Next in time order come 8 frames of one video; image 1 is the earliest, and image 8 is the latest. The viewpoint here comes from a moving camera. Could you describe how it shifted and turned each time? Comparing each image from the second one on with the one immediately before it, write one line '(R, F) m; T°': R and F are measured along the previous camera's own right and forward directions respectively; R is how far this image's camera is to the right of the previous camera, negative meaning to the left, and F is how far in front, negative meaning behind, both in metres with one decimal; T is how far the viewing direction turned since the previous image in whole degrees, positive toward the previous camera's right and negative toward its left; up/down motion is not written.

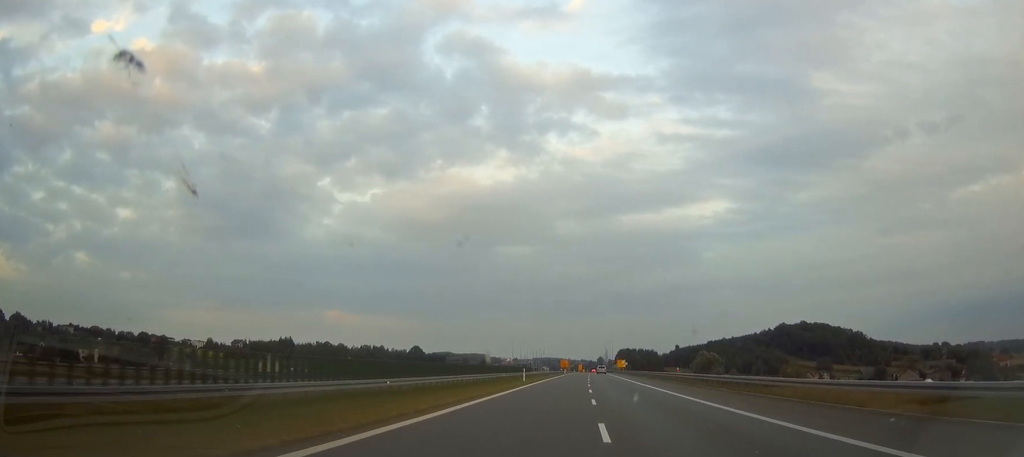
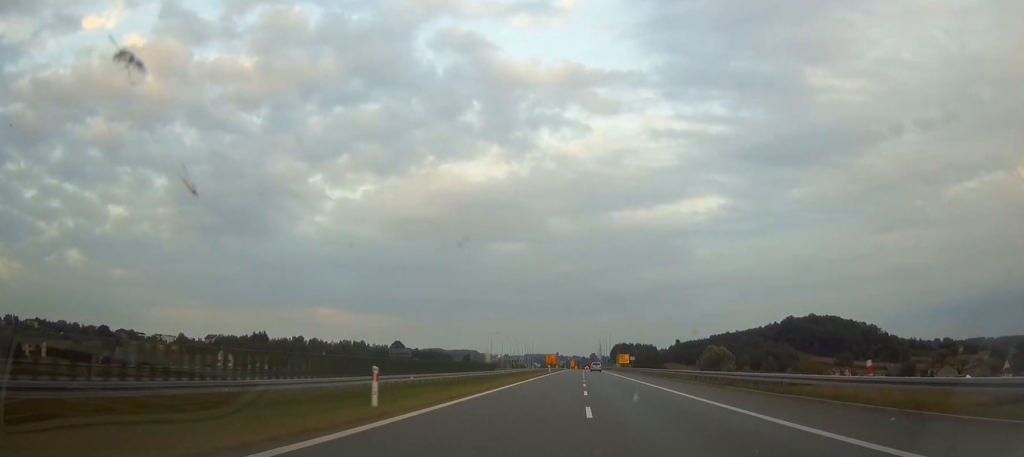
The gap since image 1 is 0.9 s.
(+0.3, +43.7) m; 0°
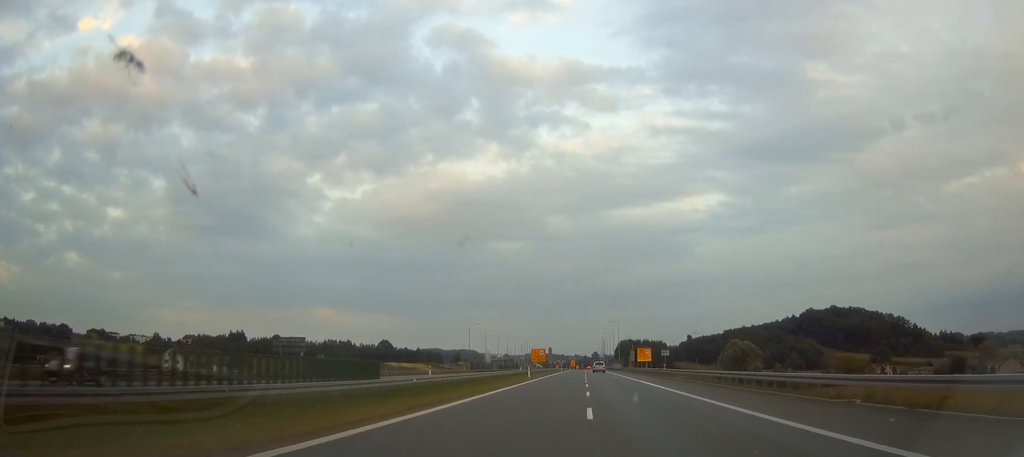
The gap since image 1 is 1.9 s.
(0.0, +48.6) m; 0°
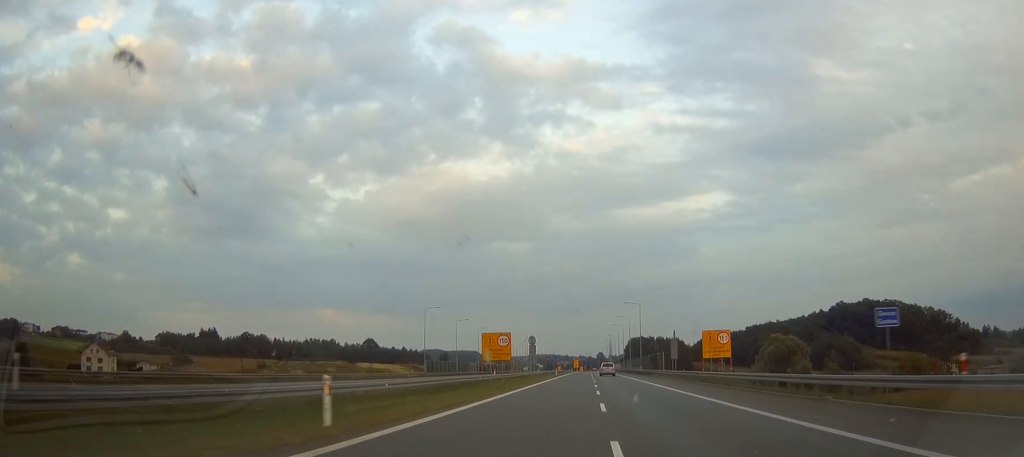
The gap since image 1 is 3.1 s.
(0.0, +56.7) m; 0°
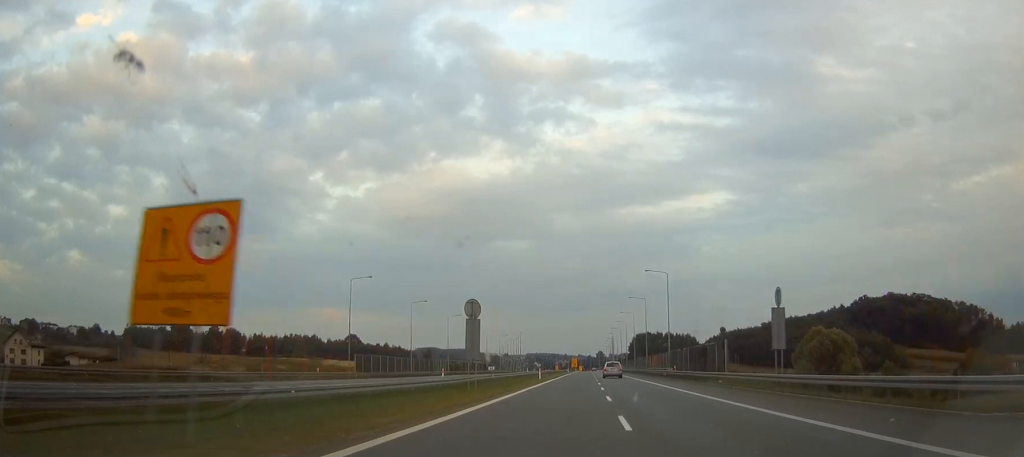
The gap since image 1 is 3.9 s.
(0.0, +42.2) m; 0°
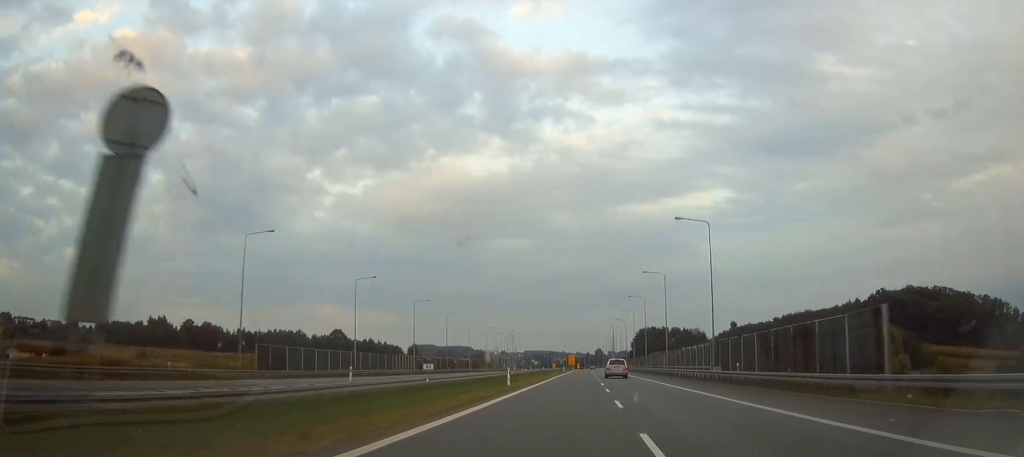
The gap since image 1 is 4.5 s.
(0.0, +29.2) m; 0°
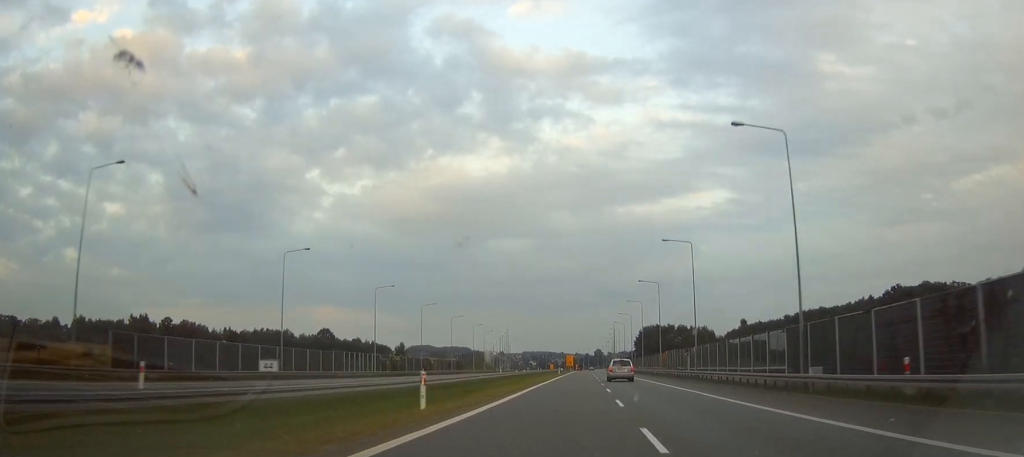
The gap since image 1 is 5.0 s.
(0.0, +22.7) m; 0°
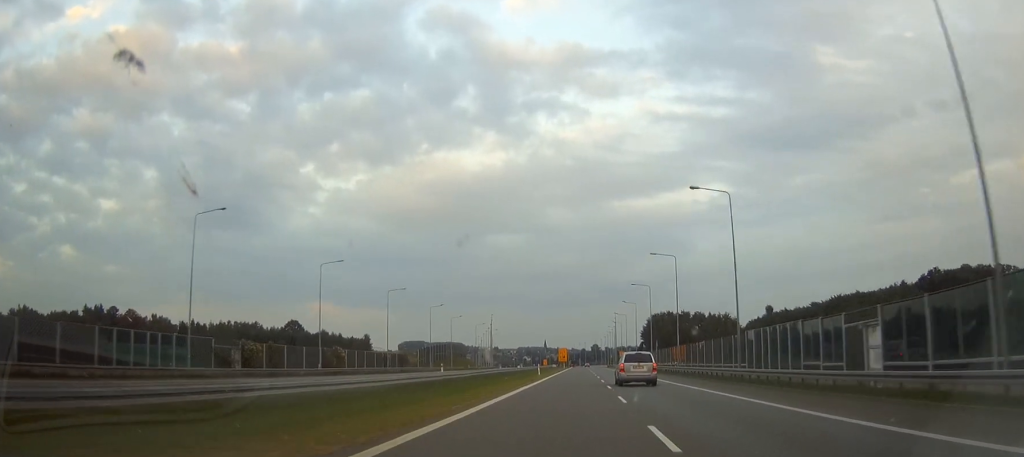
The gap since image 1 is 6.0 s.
(0.0, +47.1) m; 0°
